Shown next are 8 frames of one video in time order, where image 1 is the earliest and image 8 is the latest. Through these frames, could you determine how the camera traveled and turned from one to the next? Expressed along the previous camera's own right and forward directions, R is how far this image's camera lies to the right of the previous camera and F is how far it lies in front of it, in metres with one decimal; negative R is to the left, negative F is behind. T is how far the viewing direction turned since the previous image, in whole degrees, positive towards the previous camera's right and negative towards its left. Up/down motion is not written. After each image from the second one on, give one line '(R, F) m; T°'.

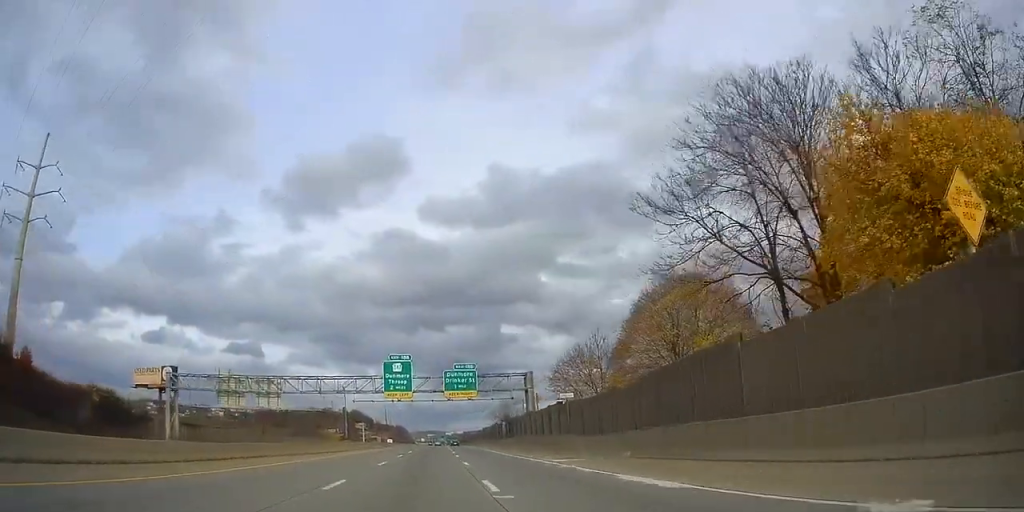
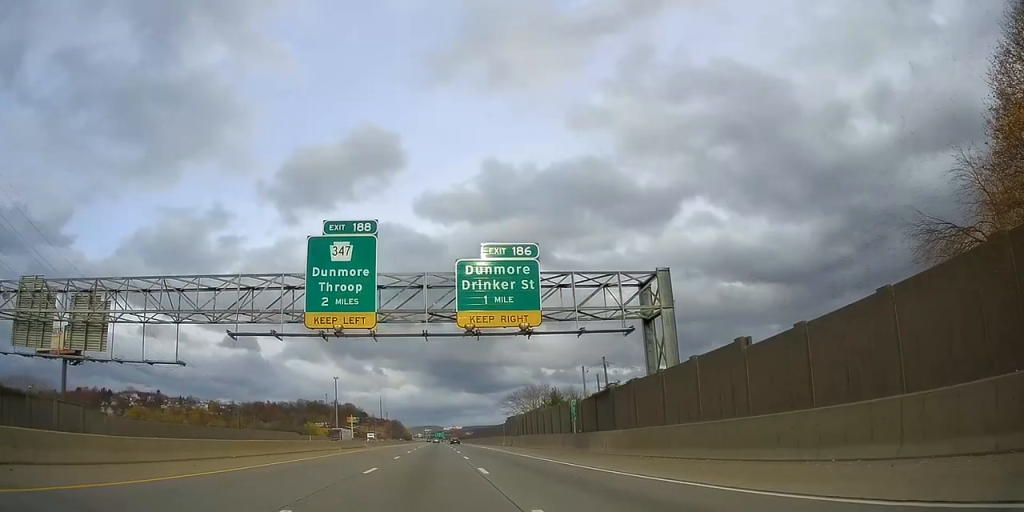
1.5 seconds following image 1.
(+1.5, +44.0) m; +3°
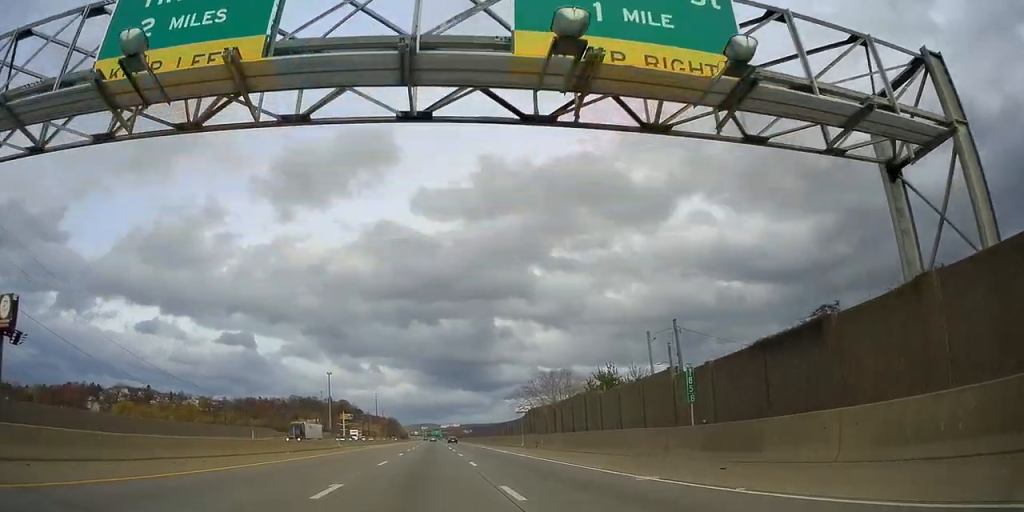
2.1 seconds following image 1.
(-0.1, +19.9) m; +1°
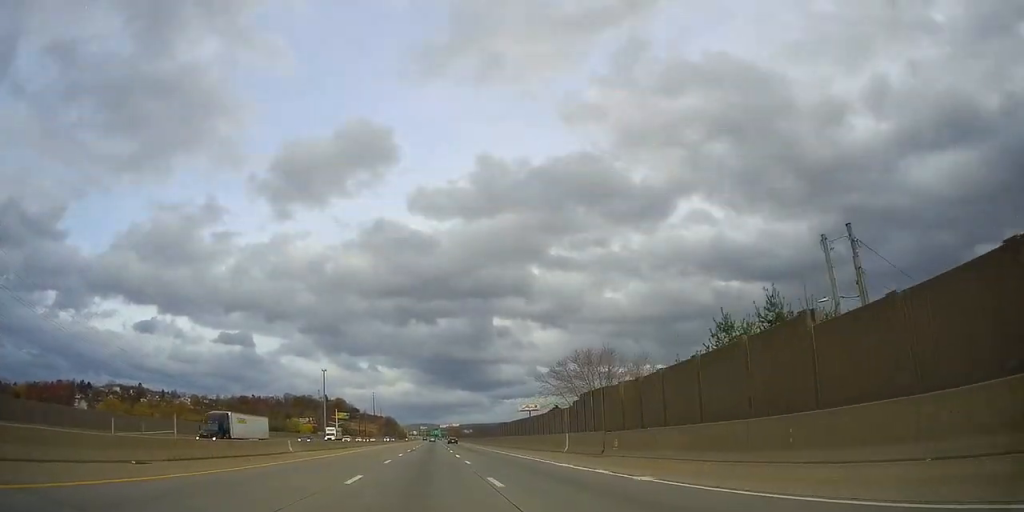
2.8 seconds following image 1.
(+0.4, +20.8) m; +1°
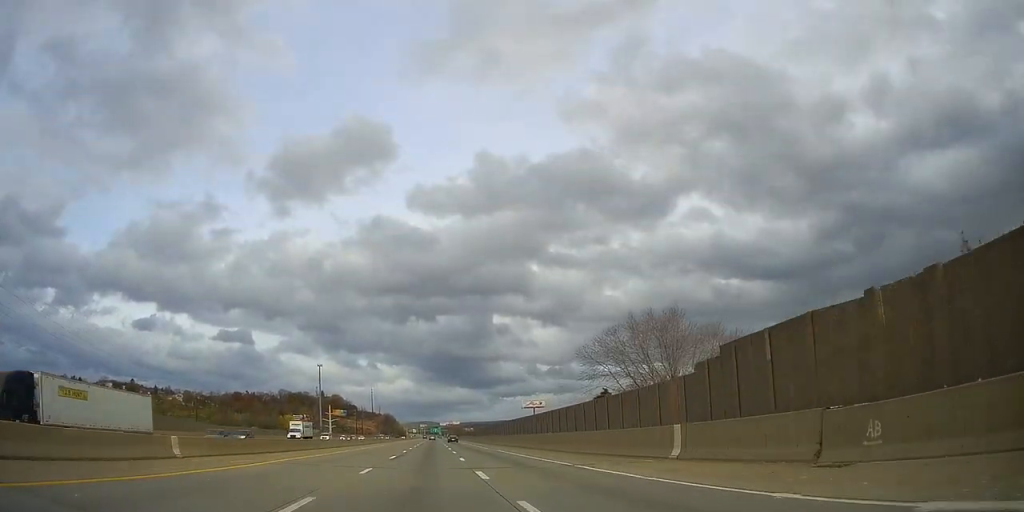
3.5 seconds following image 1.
(+0.1, +18.8) m; 0°
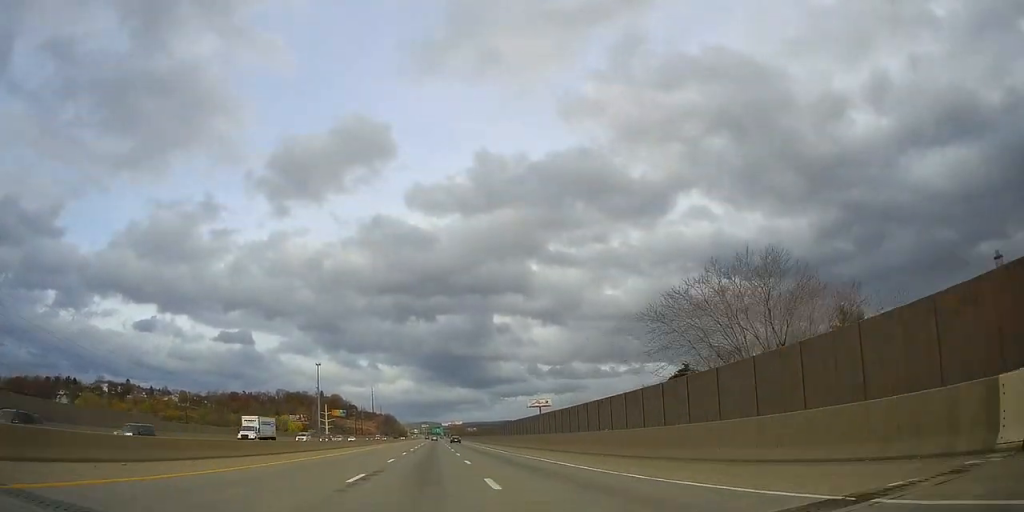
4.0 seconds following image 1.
(+0.1, +14.9) m; 0°
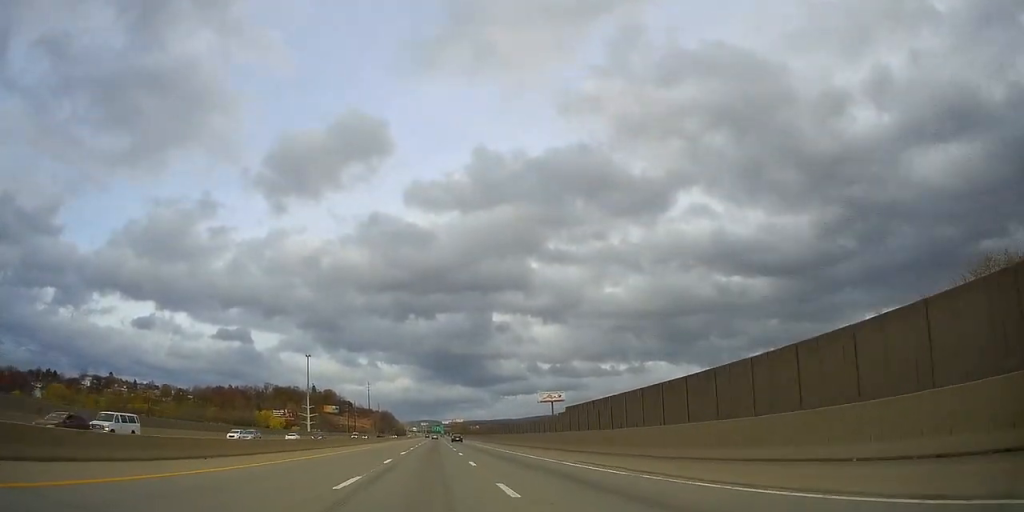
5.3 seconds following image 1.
(-0.2, +38.9) m; 0°
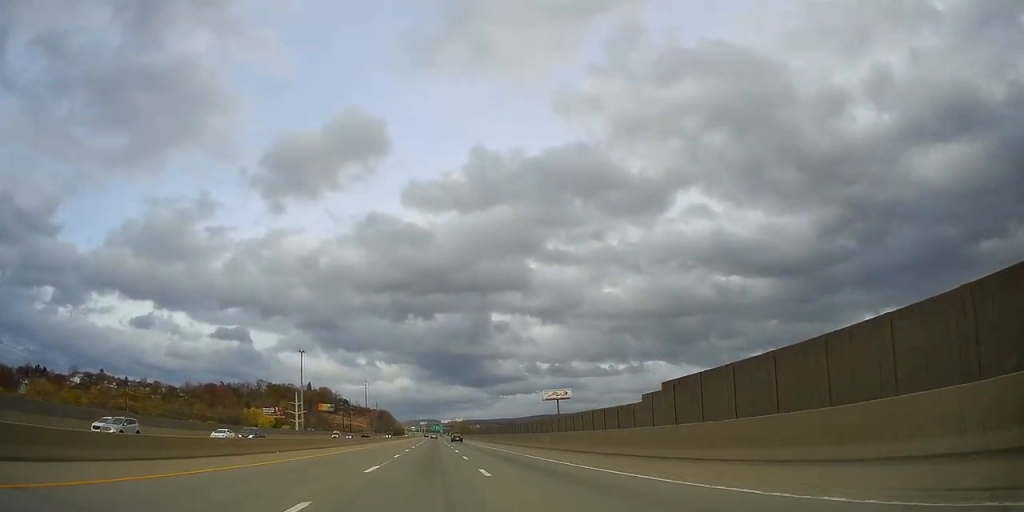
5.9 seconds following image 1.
(+0.3, +18.5) m; -1°
